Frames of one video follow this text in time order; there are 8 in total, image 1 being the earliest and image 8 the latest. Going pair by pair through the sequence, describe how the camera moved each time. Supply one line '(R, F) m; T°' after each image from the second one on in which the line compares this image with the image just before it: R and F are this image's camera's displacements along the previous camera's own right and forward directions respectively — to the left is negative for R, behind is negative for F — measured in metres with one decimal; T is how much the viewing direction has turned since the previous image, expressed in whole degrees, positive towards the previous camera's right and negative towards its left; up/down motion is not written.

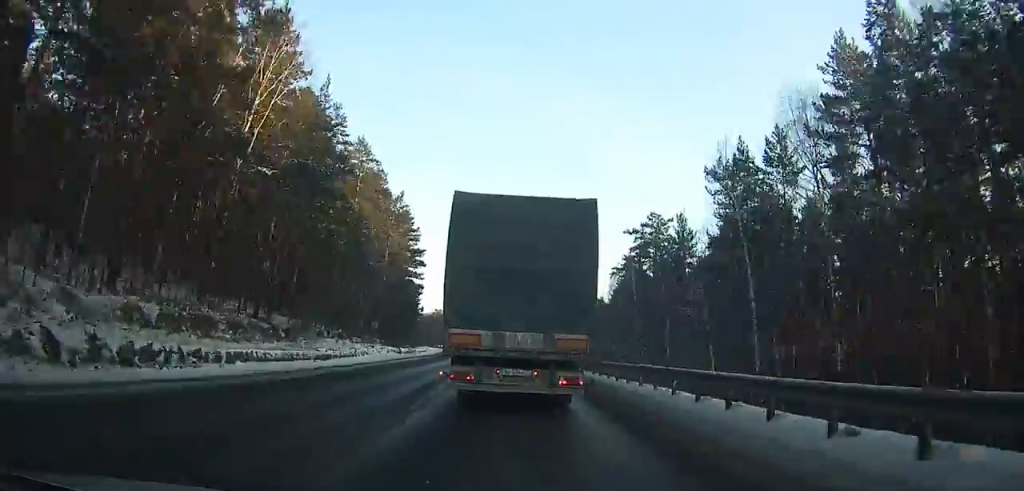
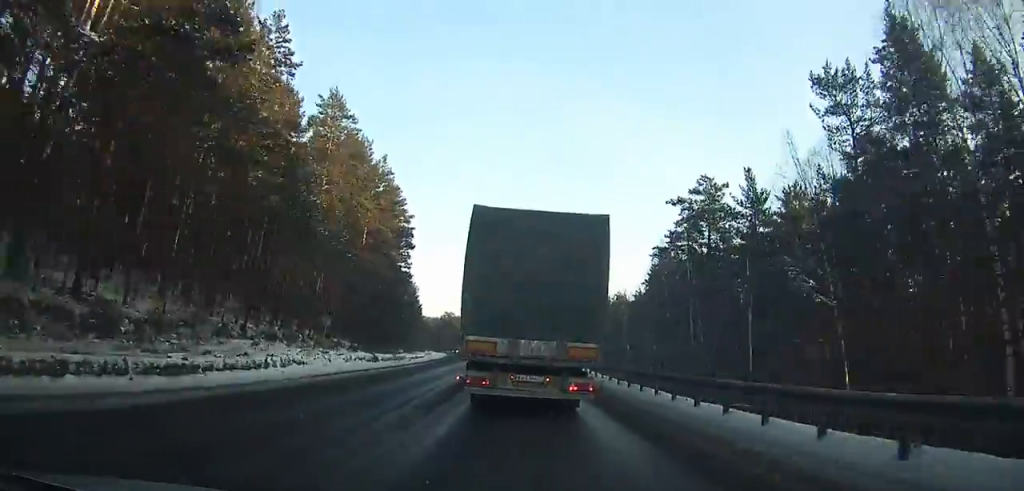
(+0.1, +17.9) m; -1°
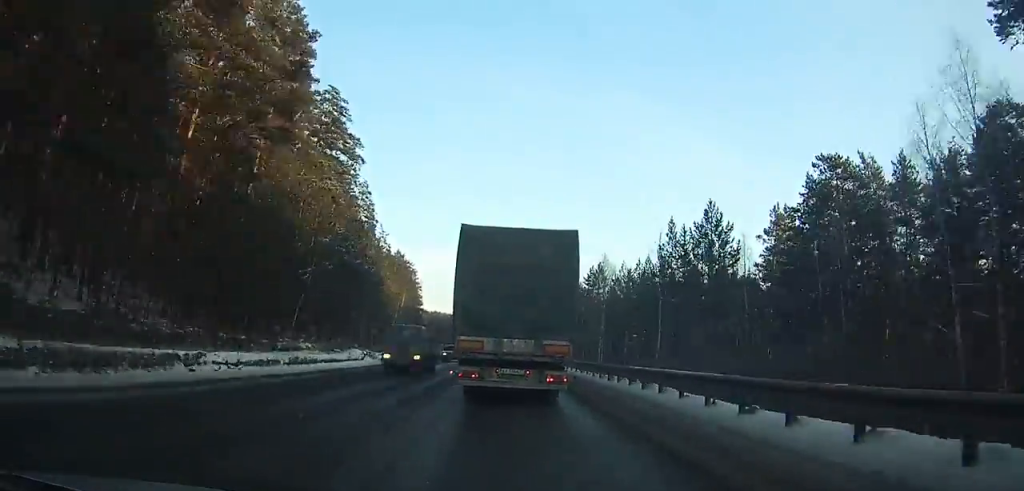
(-1.9, +47.5) m; -4°
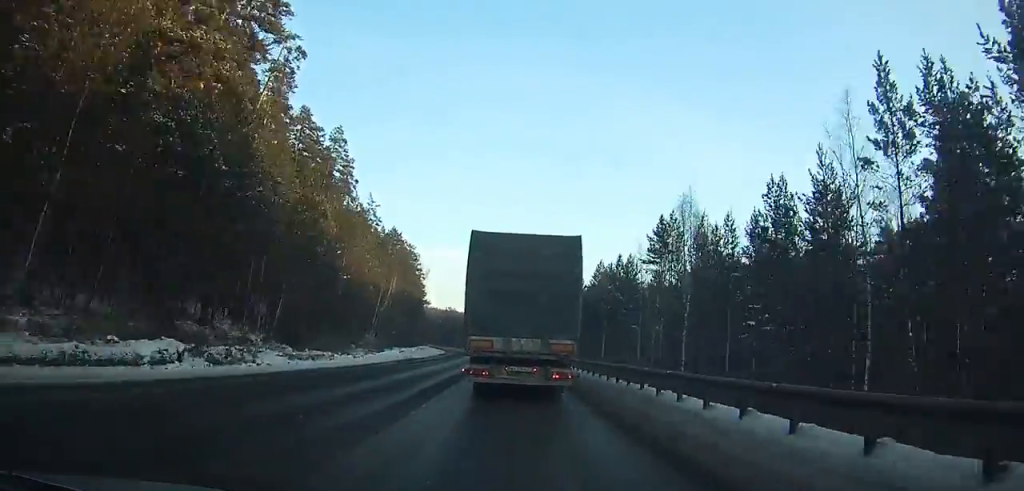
(-0.2, +27.4) m; -3°
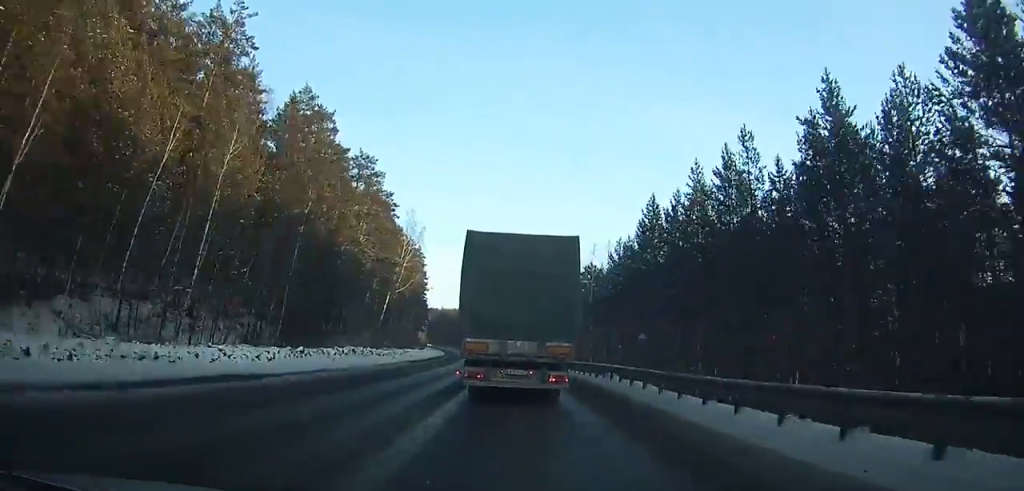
(-3.6, +68.7) m; -4°
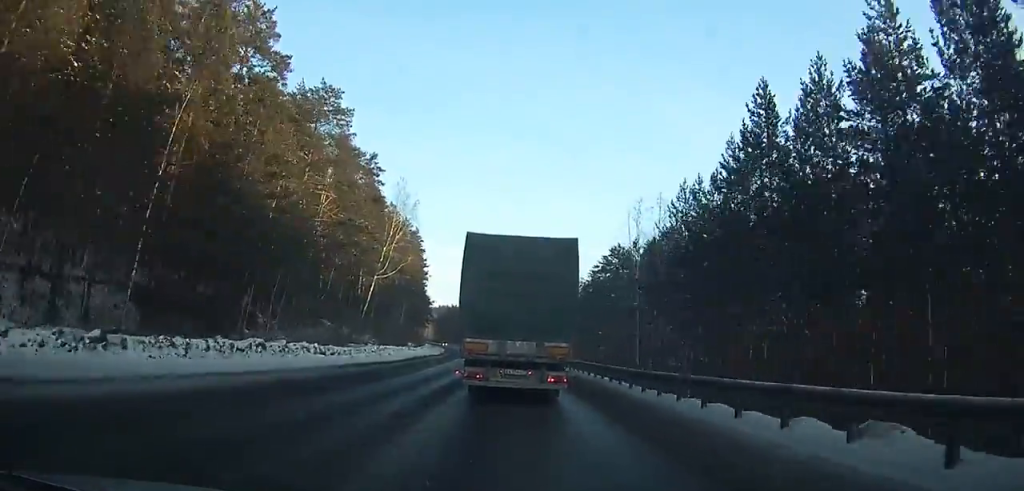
(-0.1, +21.1) m; -1°
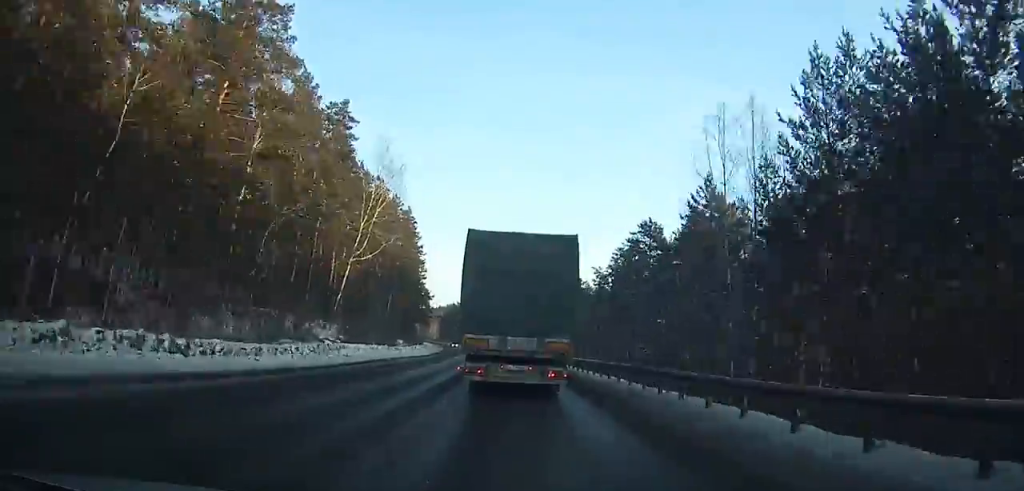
(+0.1, +18.7) m; -1°
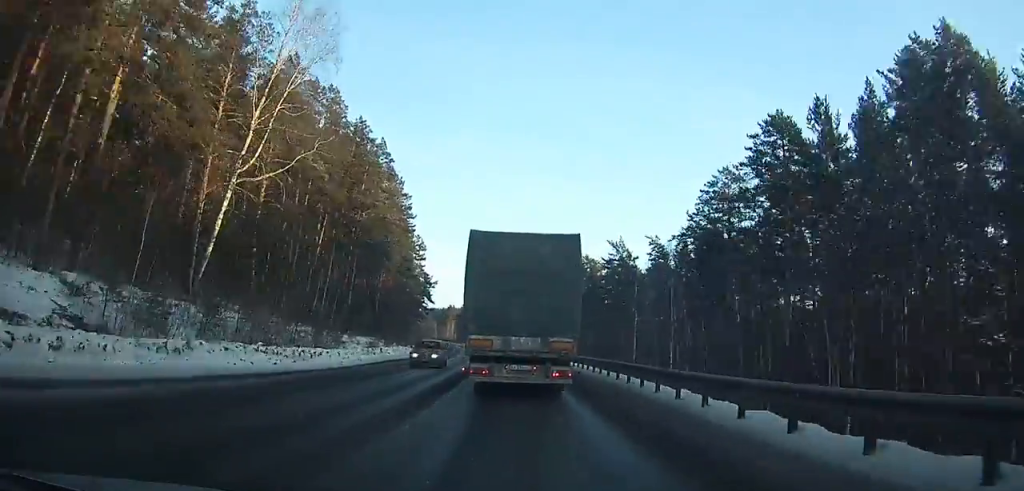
(-0.8, +38.2) m; -3°
